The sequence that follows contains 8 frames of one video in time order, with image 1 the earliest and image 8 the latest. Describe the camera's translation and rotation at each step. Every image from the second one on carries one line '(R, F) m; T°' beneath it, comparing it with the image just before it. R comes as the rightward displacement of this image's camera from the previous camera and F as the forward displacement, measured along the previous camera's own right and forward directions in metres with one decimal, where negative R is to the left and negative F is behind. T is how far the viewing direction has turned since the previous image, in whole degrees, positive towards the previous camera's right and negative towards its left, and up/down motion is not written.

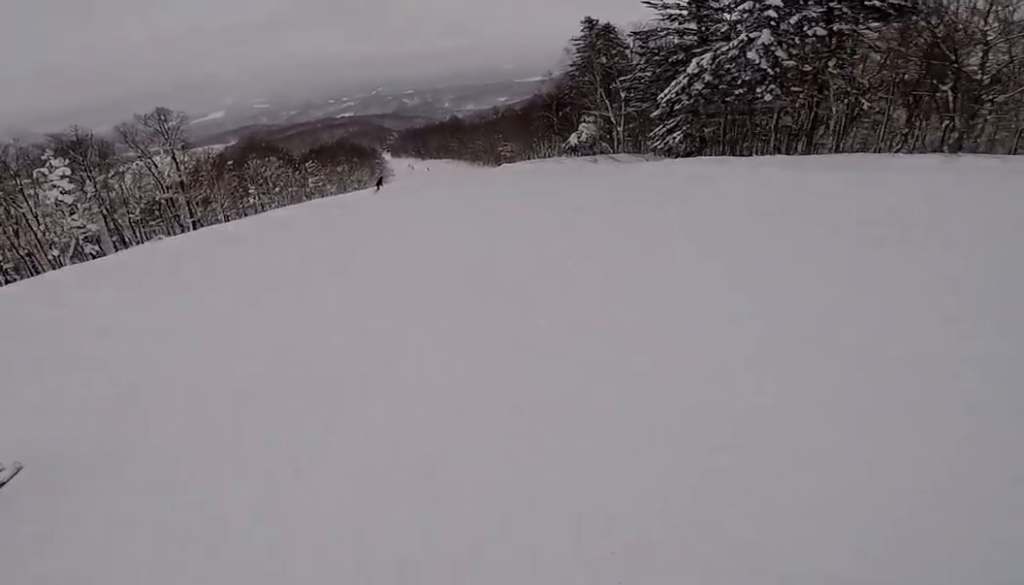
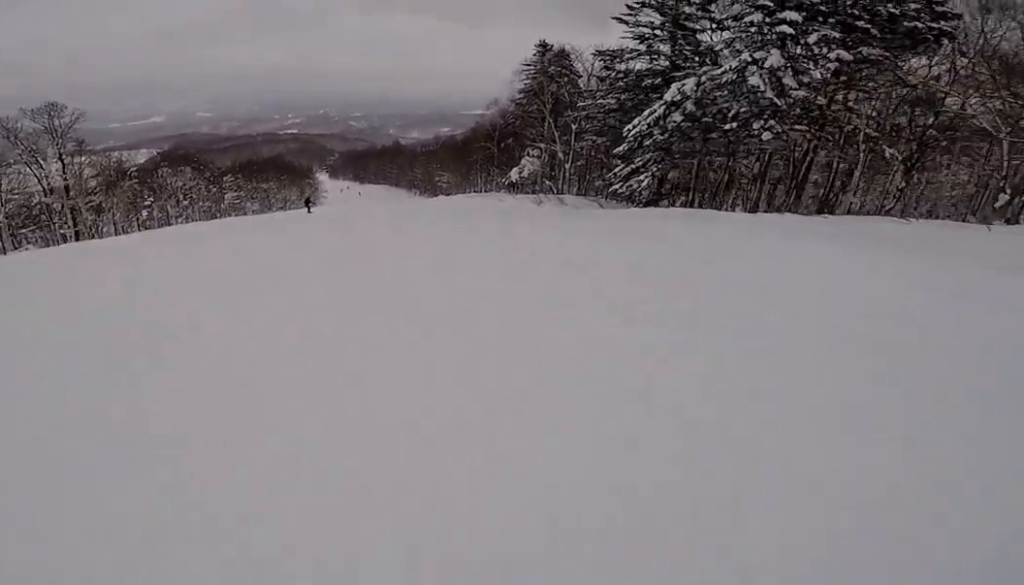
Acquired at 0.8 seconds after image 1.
(0.0, +7.4) m; -6°
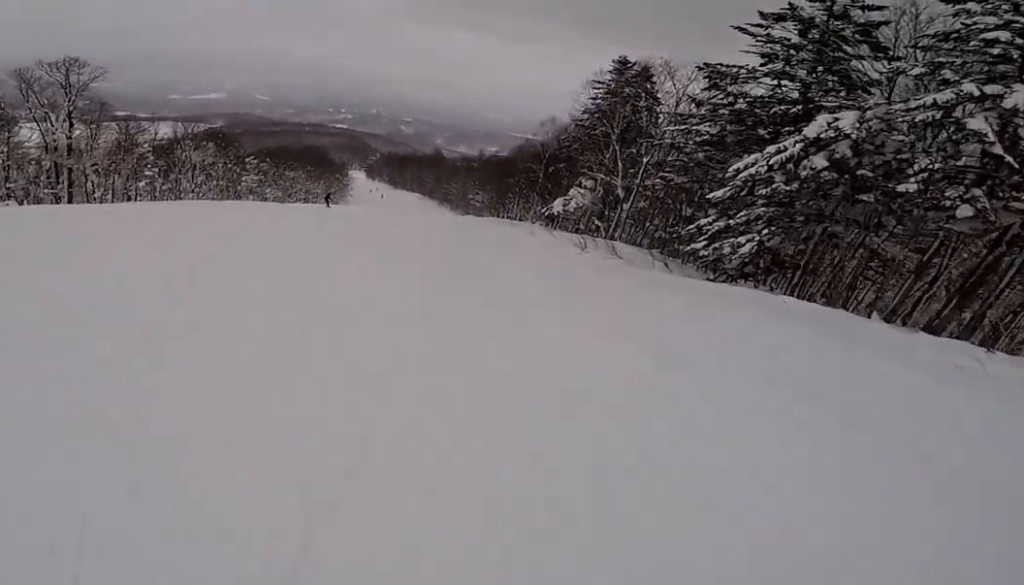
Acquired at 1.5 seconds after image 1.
(-0.3, +6.8) m; -8°
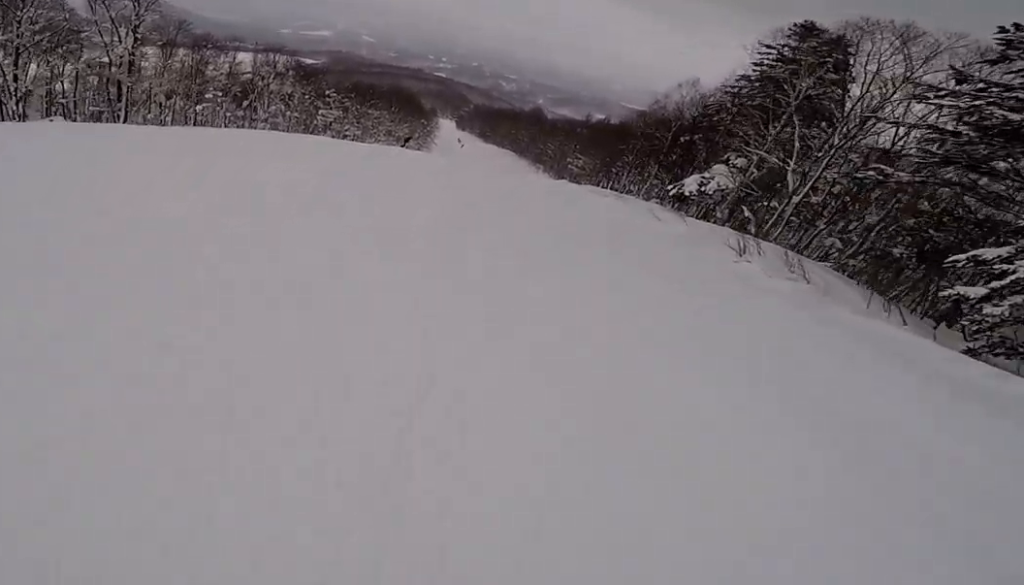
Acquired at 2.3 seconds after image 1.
(-1.0, +7.5) m; -6°
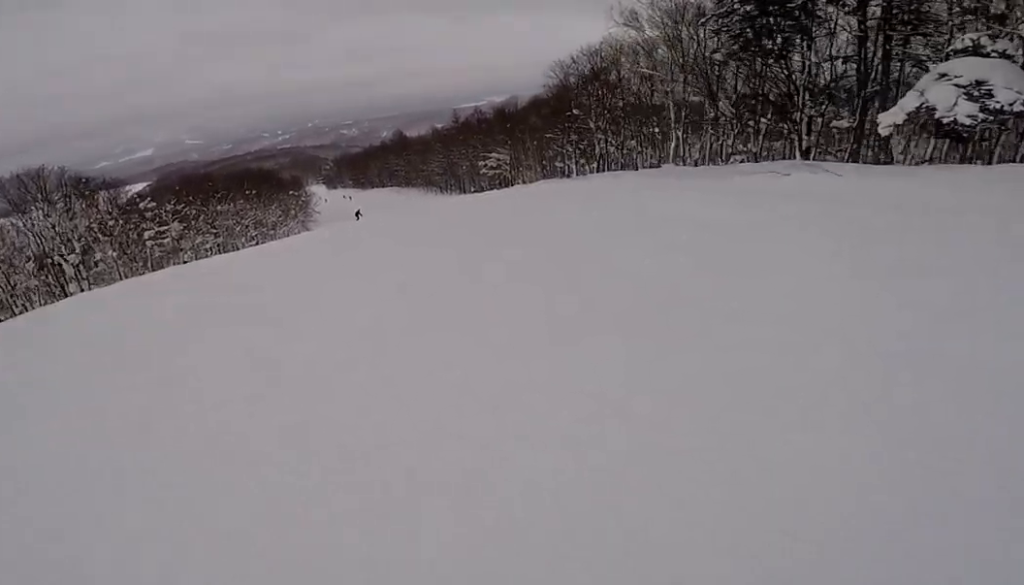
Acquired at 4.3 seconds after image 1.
(+5.1, +19.6) m; +24°
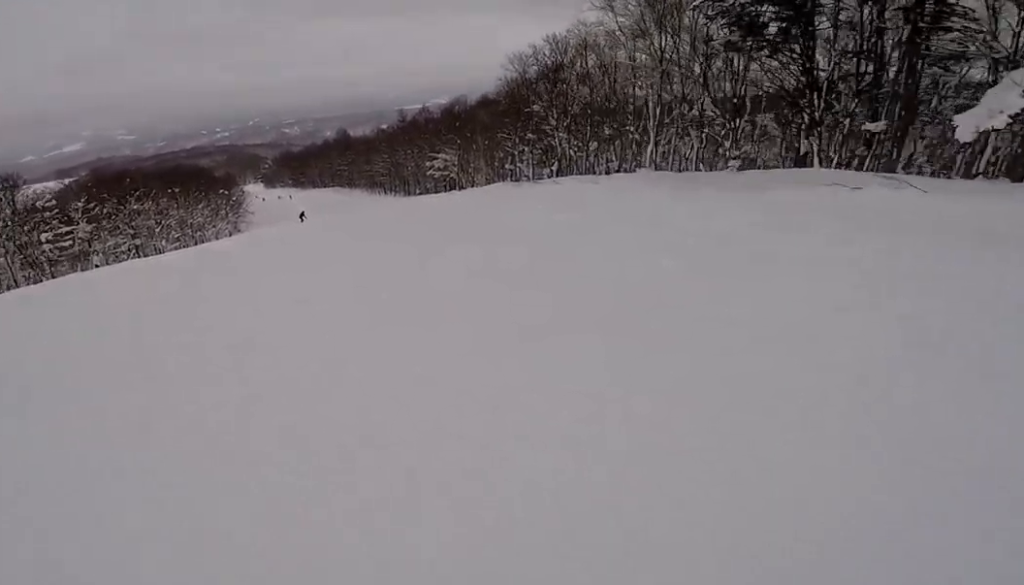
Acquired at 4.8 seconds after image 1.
(-0.2, +4.7) m; -4°
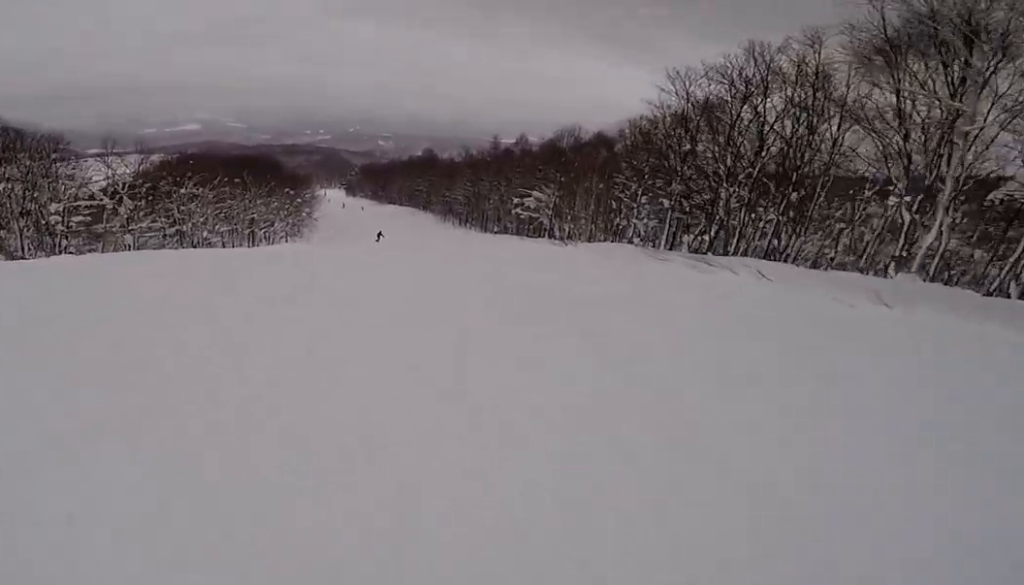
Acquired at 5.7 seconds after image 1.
(-0.9, +10.5) m; -2°
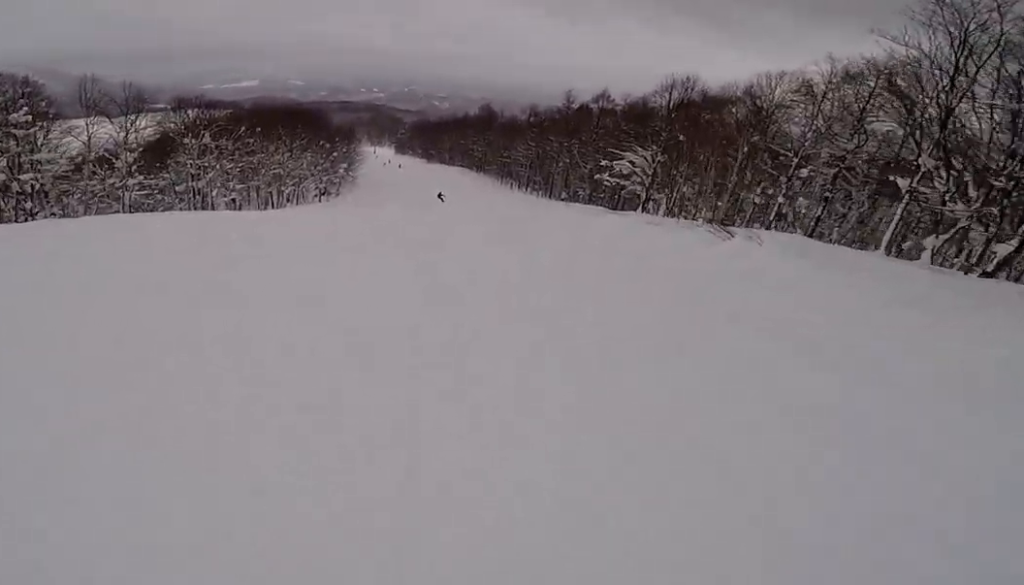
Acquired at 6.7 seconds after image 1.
(+0.4, +10.7) m; +4°
